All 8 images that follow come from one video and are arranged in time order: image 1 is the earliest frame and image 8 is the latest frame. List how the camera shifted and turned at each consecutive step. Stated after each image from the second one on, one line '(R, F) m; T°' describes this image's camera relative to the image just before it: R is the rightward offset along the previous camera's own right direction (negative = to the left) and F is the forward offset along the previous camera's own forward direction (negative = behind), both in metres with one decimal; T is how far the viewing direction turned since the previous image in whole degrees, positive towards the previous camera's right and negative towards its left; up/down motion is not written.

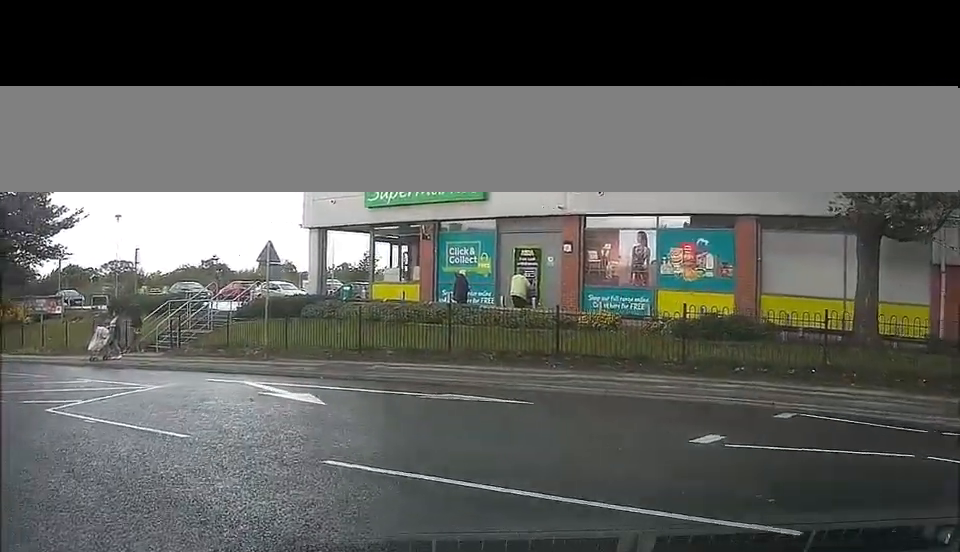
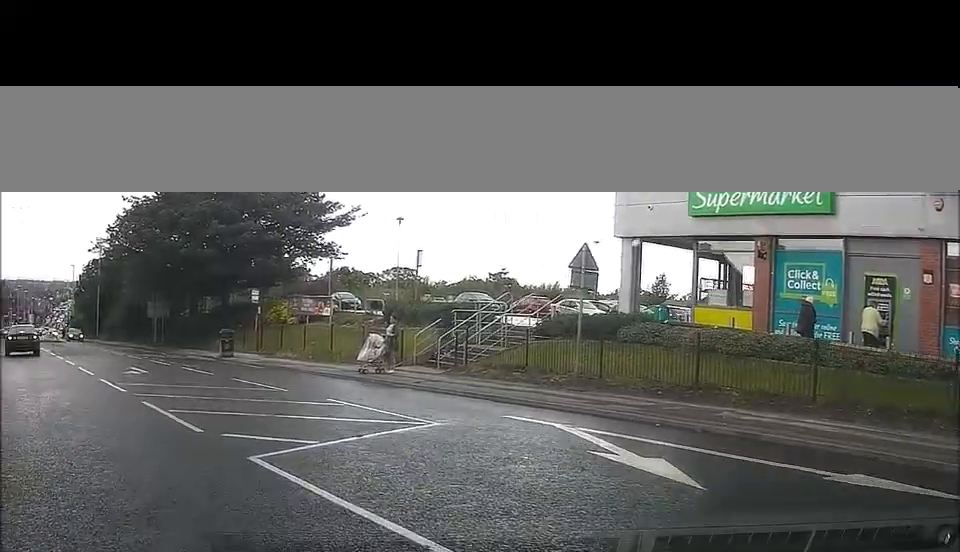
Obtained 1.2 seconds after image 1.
(-0.4, +3.3) m; -17°
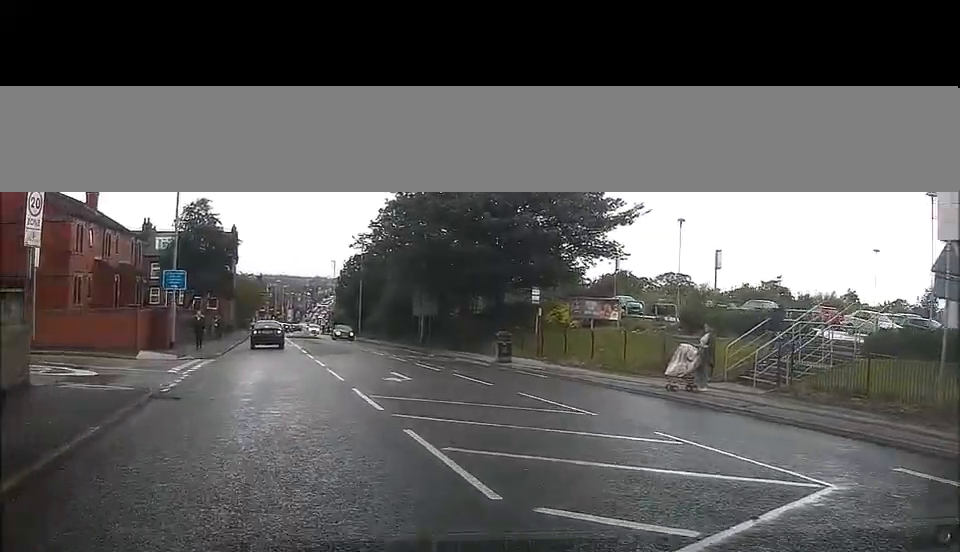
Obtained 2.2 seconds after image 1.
(-0.4, +3.6) m; -11°
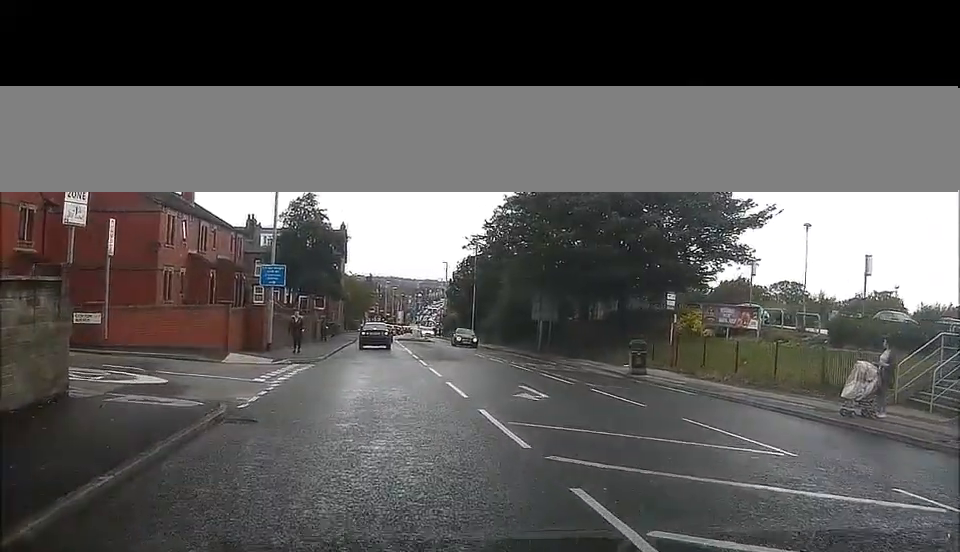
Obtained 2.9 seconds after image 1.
(-0.3, +3.1) m; -10°
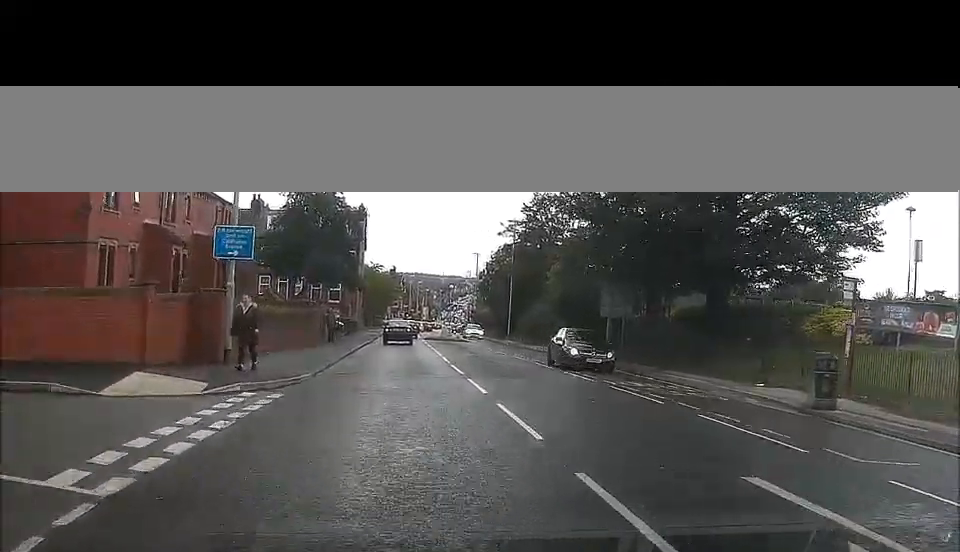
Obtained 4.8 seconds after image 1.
(-1.6, +10.1) m; -8°
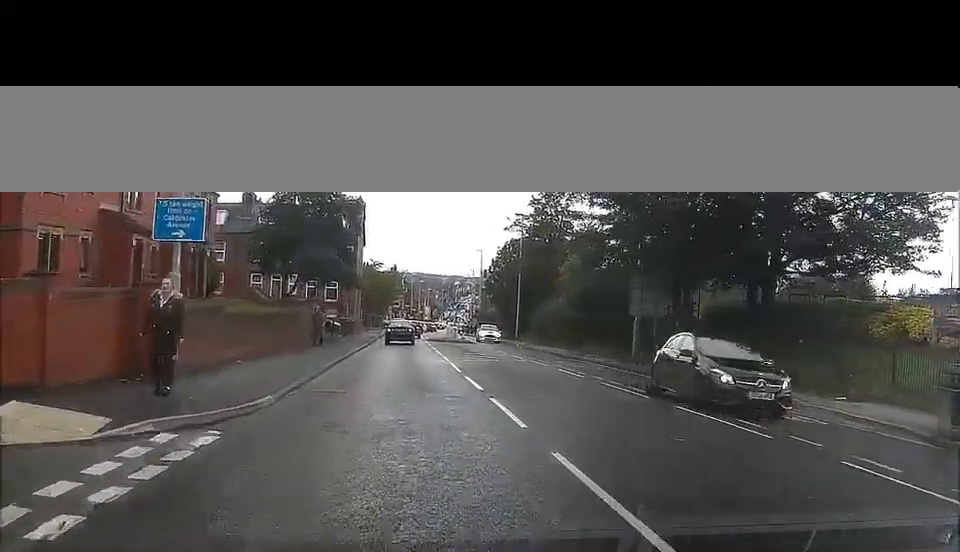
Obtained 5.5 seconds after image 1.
(+0.1, +4.5) m; +2°
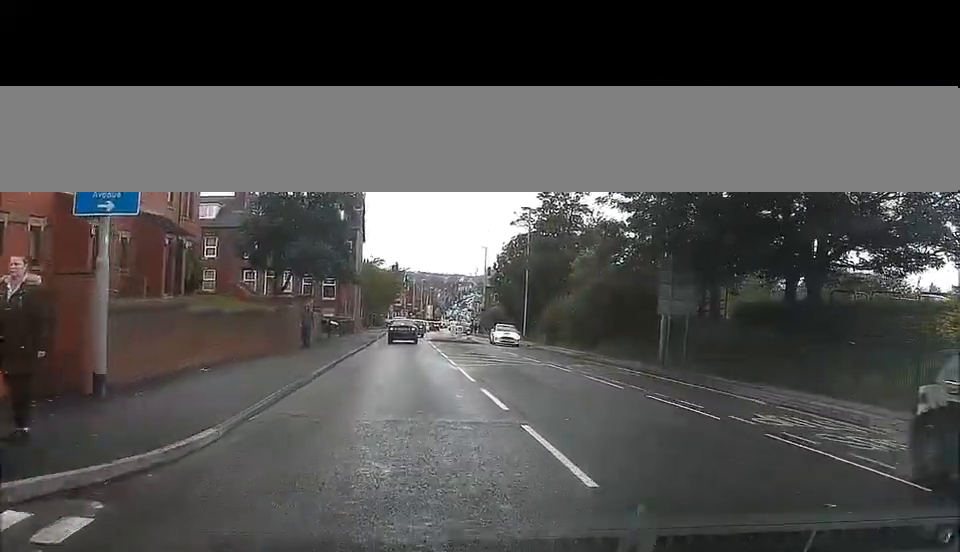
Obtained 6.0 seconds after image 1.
(+0.1, +3.8) m; 0°
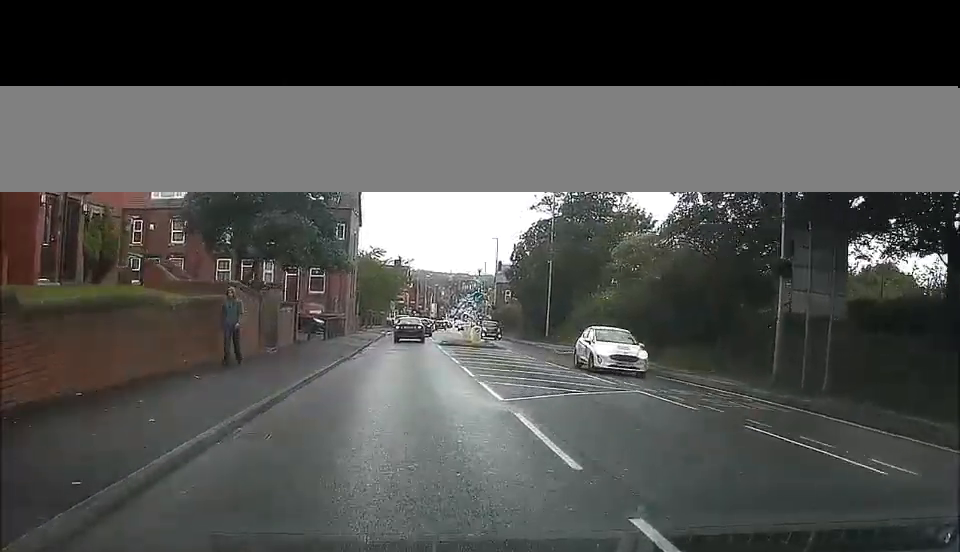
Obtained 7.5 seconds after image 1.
(-0.3, +11.2) m; -2°
